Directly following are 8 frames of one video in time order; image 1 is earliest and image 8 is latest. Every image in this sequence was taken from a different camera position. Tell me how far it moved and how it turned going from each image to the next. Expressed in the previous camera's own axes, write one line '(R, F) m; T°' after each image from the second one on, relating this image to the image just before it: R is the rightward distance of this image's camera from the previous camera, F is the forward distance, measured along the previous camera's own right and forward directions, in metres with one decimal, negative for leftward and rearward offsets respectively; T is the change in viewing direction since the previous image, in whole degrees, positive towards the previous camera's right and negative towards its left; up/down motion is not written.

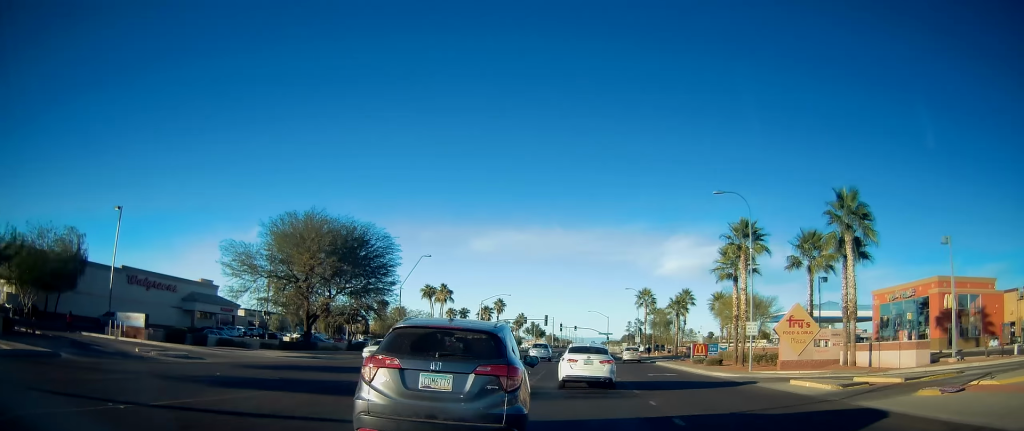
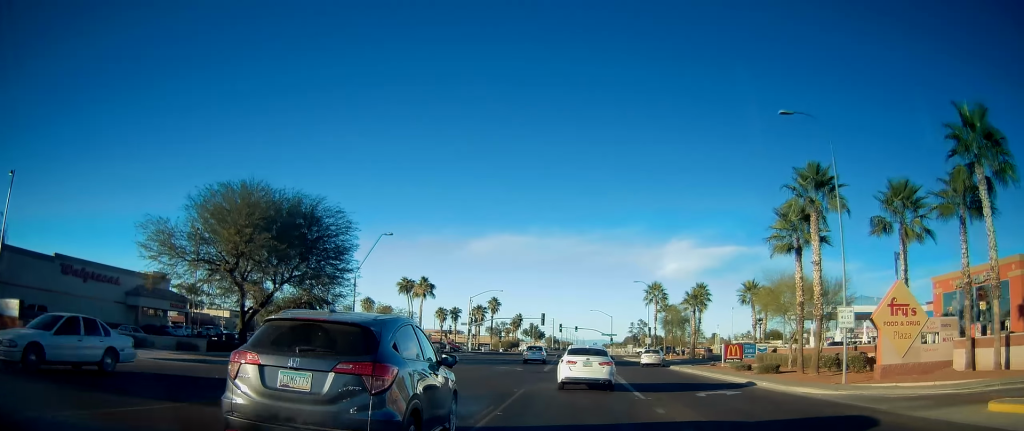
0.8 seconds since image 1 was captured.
(0.0, +12.6) m; 0°
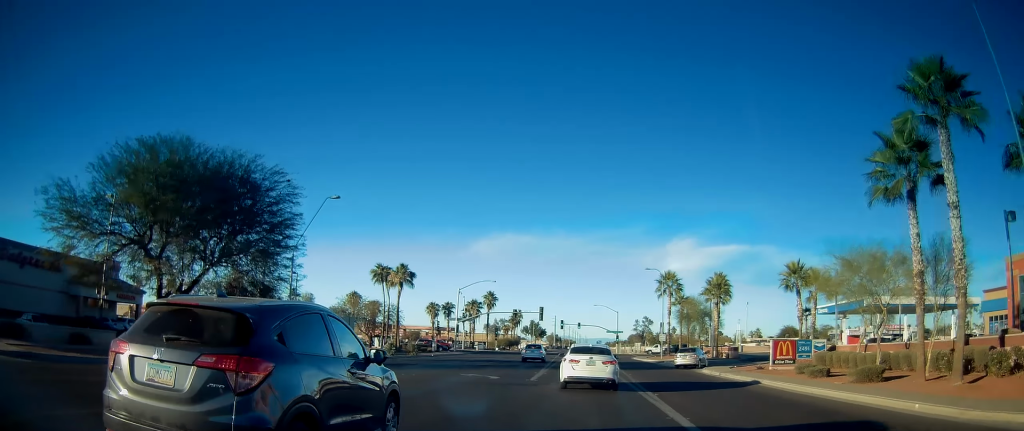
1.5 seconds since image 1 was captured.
(0.0, +11.3) m; 0°
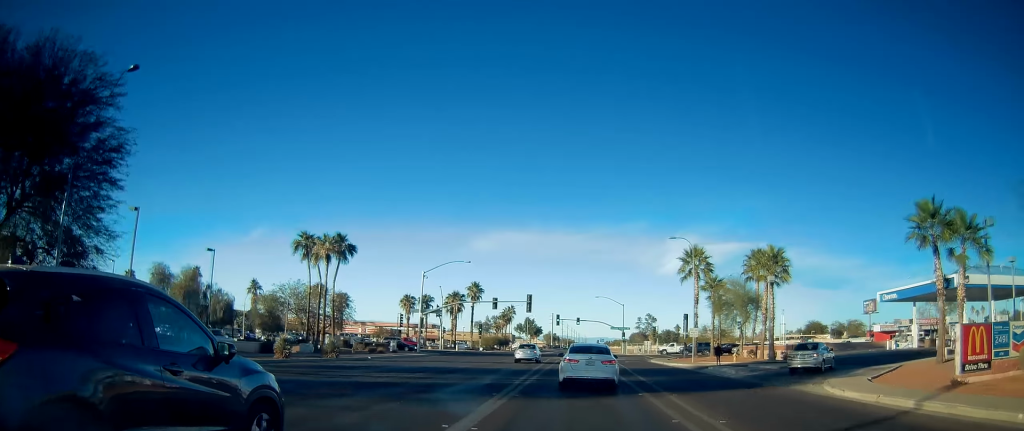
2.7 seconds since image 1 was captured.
(0.0, +19.3) m; -3°
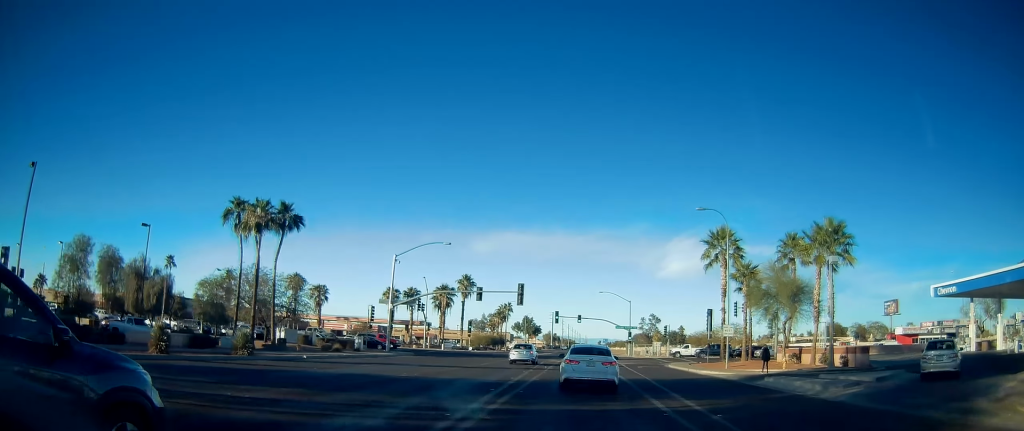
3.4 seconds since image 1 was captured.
(-0.5, +11.2) m; 0°
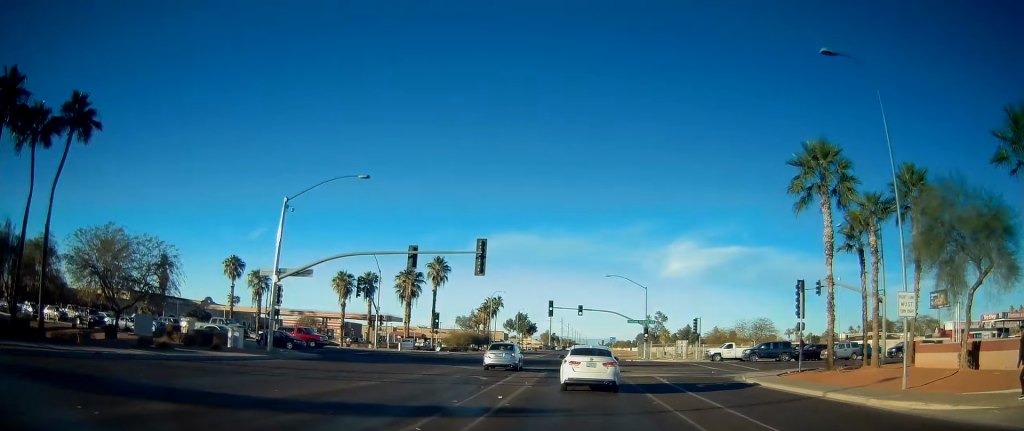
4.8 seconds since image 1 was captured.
(+0.5, +22.4) m; +3°
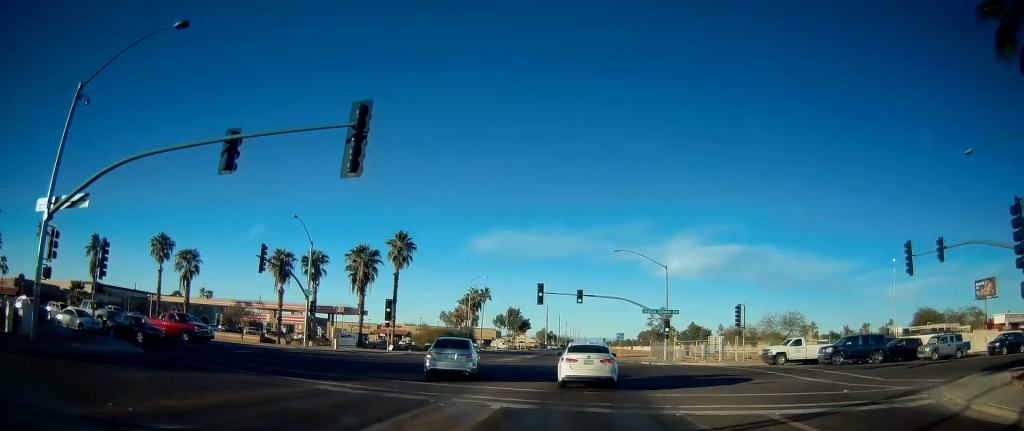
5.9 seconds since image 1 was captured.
(0.0, +18.6) m; 0°
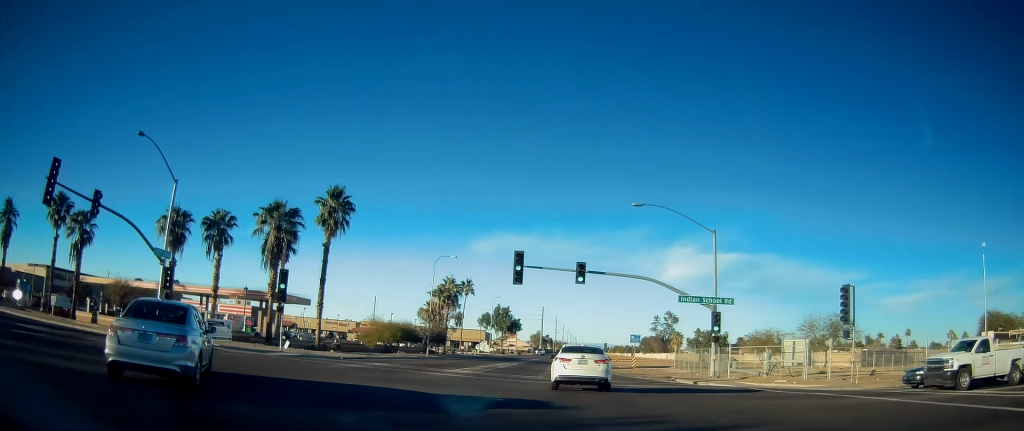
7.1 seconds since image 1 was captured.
(-0.4, +20.3) m; -2°
